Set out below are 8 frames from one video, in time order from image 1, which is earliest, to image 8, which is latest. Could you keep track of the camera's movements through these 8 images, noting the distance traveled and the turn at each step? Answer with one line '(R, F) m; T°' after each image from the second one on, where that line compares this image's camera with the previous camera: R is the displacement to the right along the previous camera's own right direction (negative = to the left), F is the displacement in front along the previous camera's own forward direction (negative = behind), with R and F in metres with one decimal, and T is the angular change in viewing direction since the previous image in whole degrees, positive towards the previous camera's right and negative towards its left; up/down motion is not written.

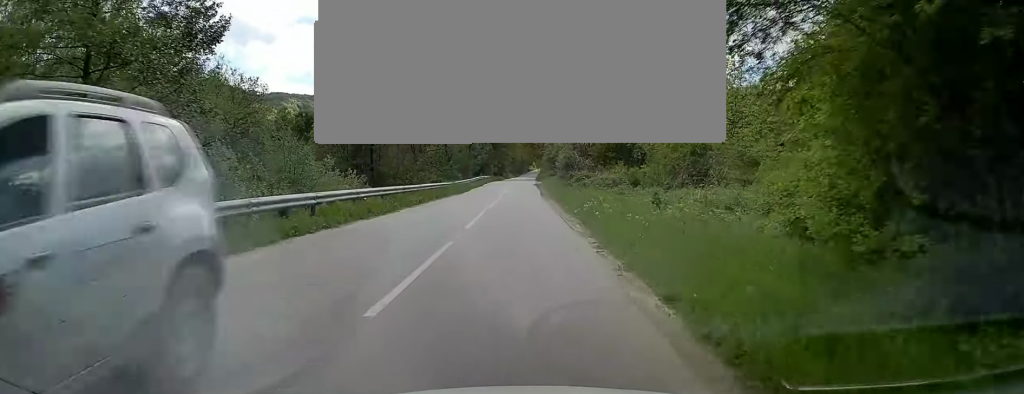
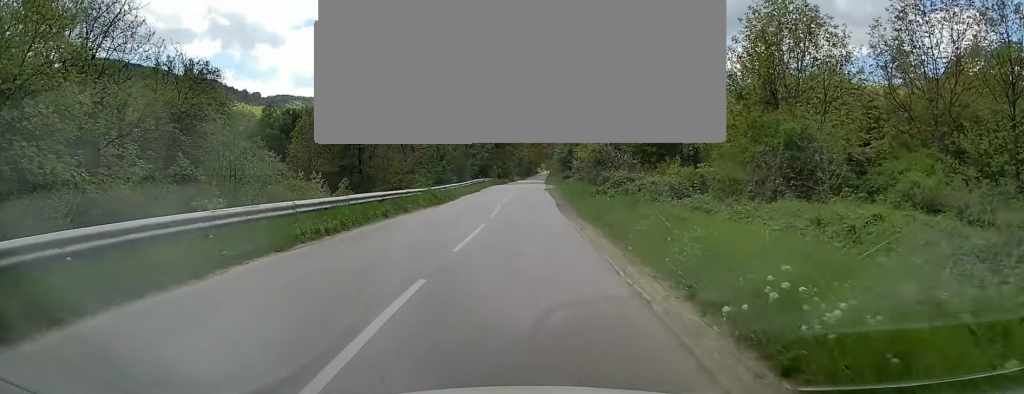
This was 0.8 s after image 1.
(-0.1, +17.4) m; -6°
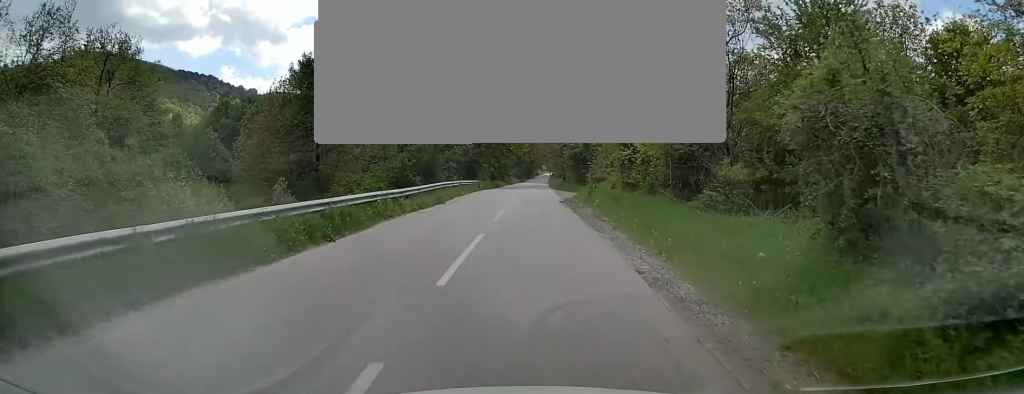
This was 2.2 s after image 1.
(-1.6, +30.0) m; +2°
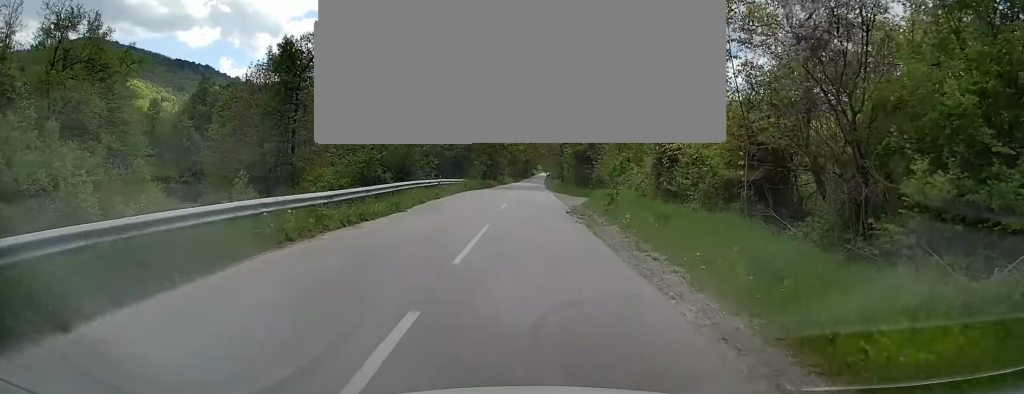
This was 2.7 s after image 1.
(+0.5, +10.5) m; +3°
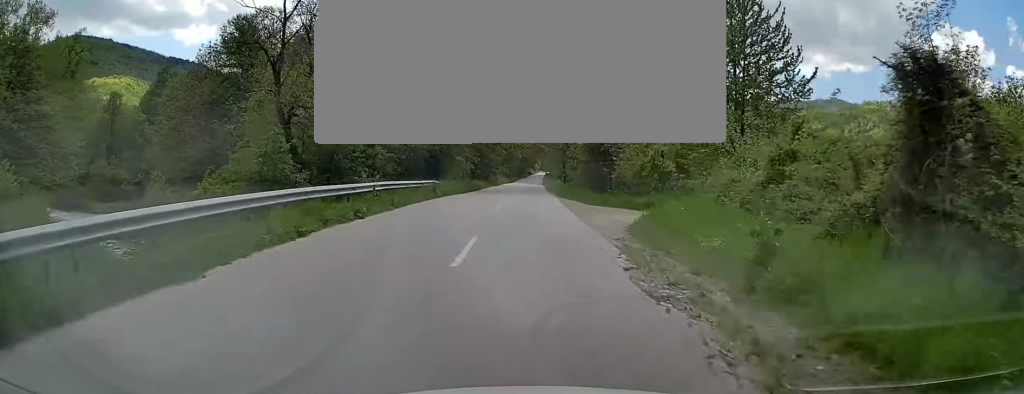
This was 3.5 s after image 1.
(+0.5, +16.8) m; +2°
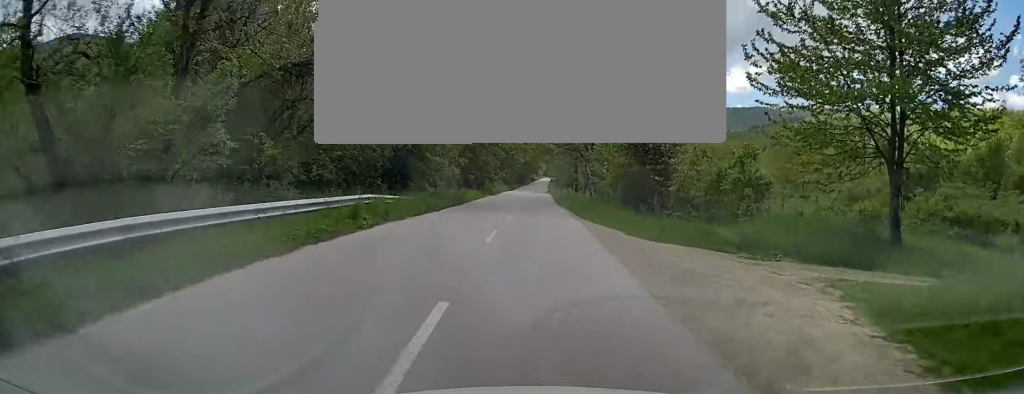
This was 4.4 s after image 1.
(+0.2, +17.3) m; +2°
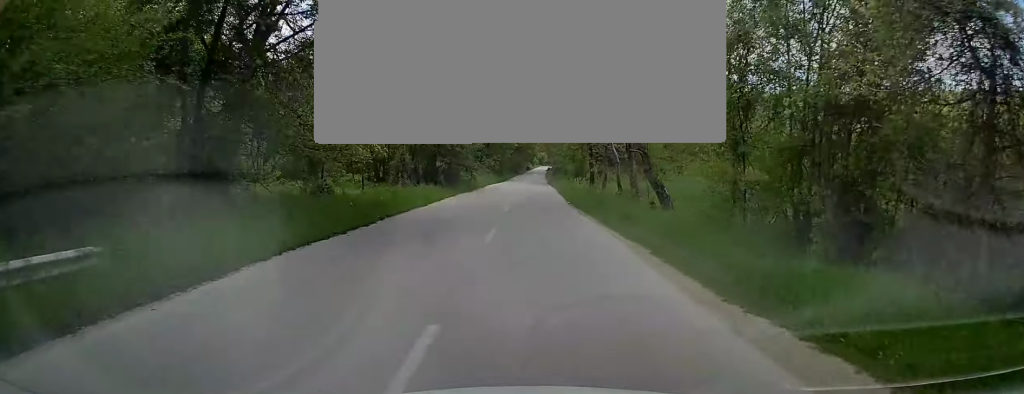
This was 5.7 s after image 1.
(+0.7, +23.1) m; +3°
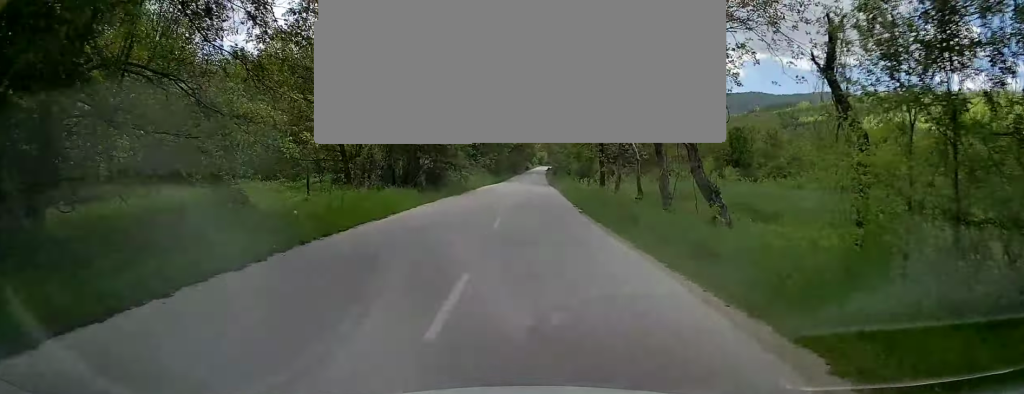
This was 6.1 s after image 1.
(0.0, +7.6) m; +1°
